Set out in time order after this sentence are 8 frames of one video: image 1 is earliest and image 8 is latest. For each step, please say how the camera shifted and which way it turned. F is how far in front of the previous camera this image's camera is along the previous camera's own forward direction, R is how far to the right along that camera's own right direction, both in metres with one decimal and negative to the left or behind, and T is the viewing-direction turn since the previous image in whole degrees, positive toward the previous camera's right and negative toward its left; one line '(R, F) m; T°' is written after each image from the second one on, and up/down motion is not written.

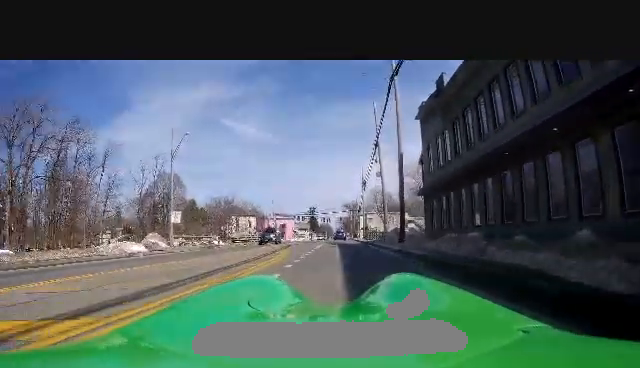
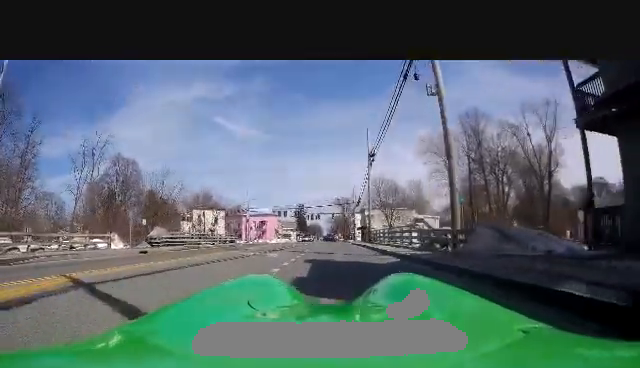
(+0.2, +21.3) m; 0°
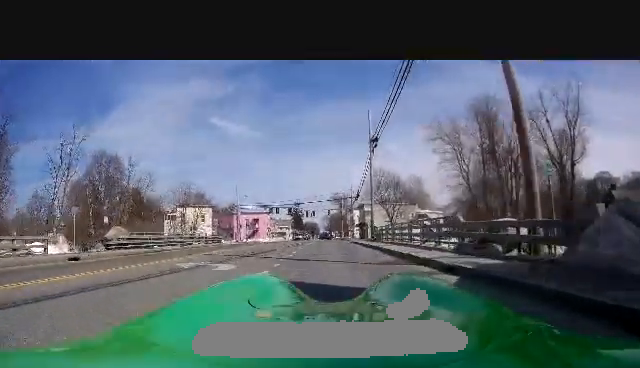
(0.0, +6.0) m; 0°
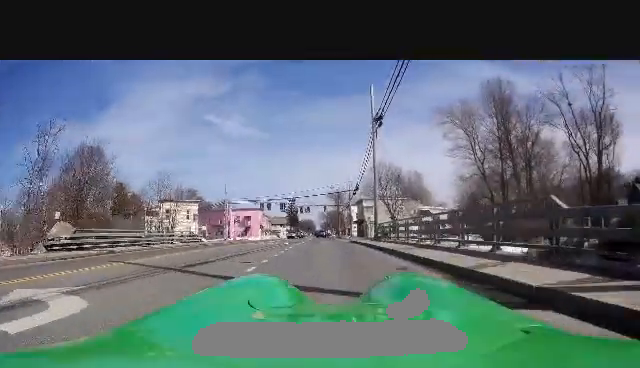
(0.0, +5.6) m; 0°
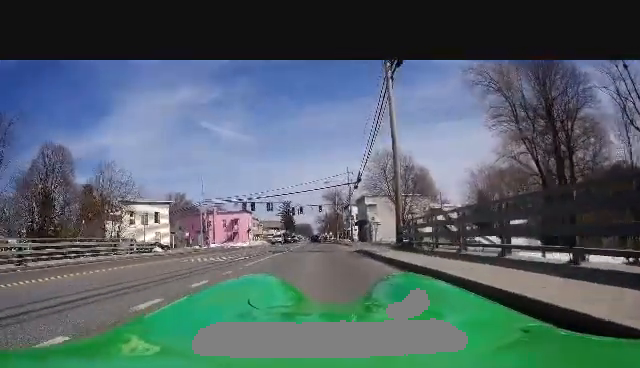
(0.0, +10.9) m; 0°
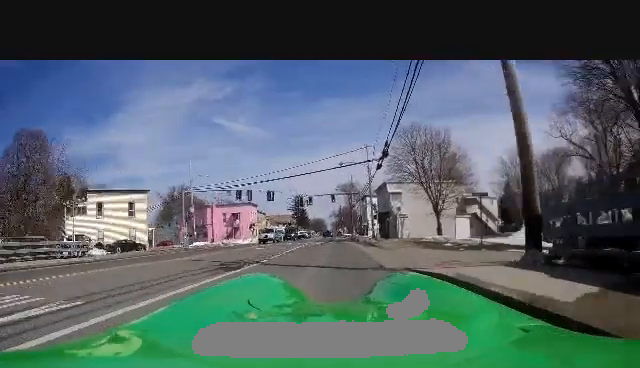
(0.0, +11.0) m; 0°
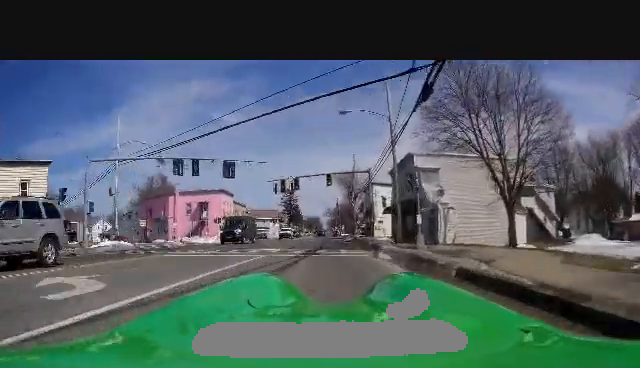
(0.0, +18.1) m; 0°
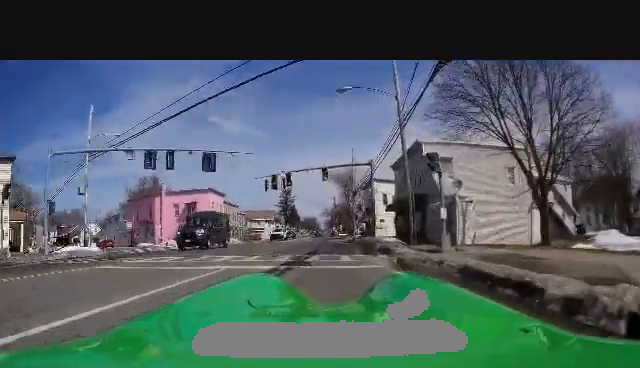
(0.0, +4.2) m; 0°
